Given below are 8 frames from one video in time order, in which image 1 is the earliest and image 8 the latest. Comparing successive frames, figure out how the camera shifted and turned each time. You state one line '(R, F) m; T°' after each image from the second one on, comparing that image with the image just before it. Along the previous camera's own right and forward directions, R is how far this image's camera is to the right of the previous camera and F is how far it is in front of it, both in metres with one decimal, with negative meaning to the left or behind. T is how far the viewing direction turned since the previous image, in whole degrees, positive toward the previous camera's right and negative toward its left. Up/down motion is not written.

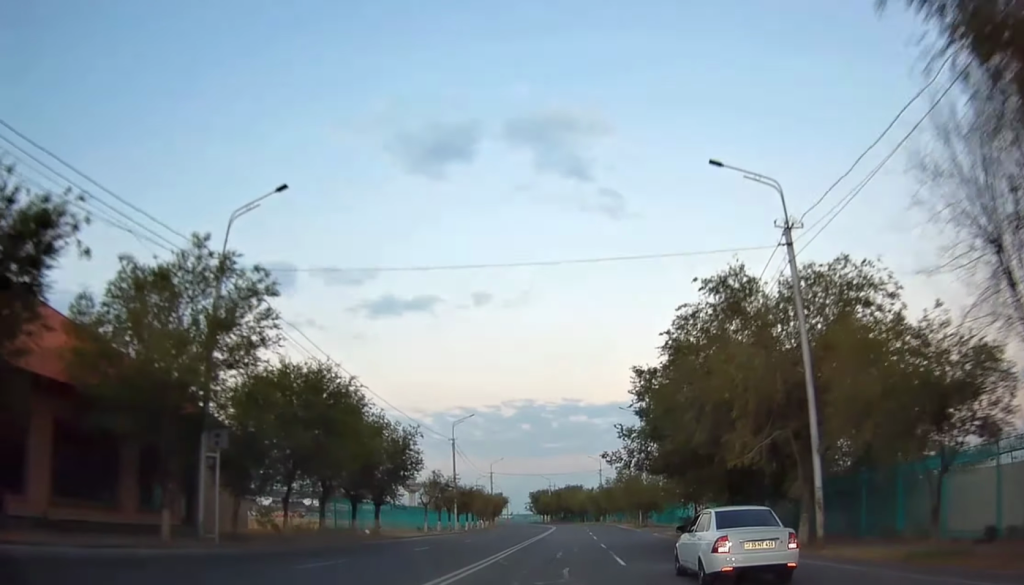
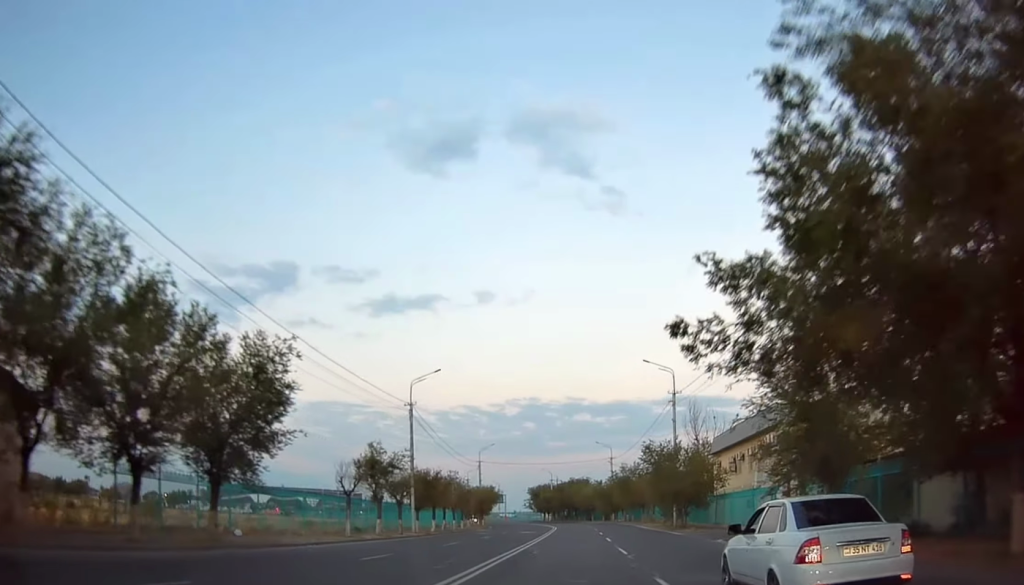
(+0.2, +20.2) m; 0°
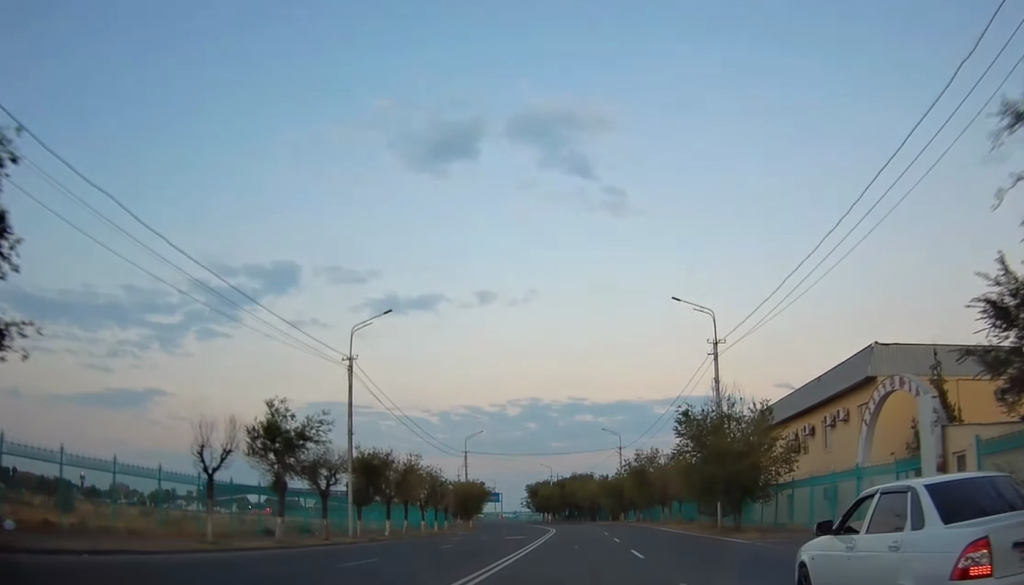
(0.0, +14.2) m; 0°
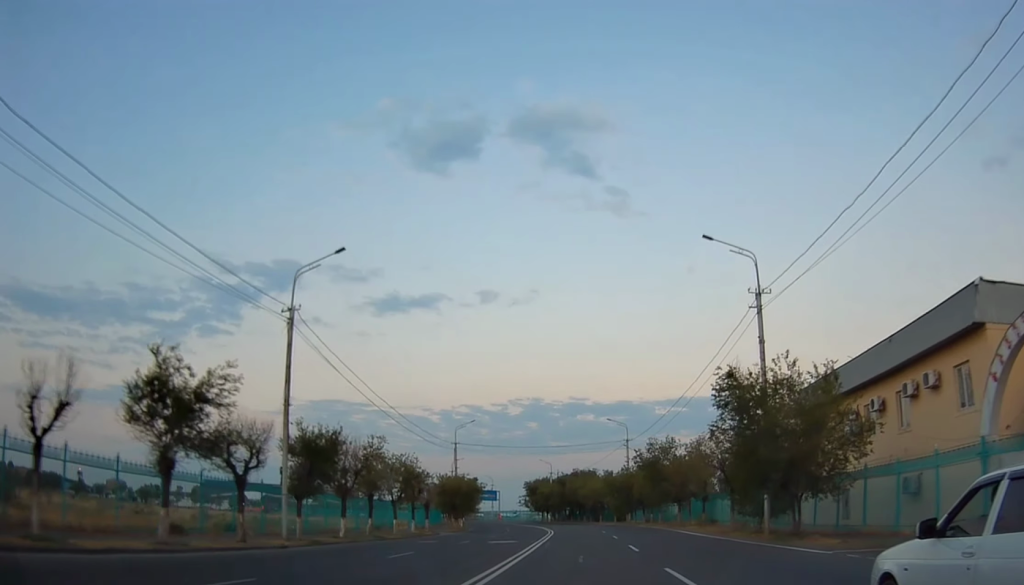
(-0.1, +8.2) m; 0°
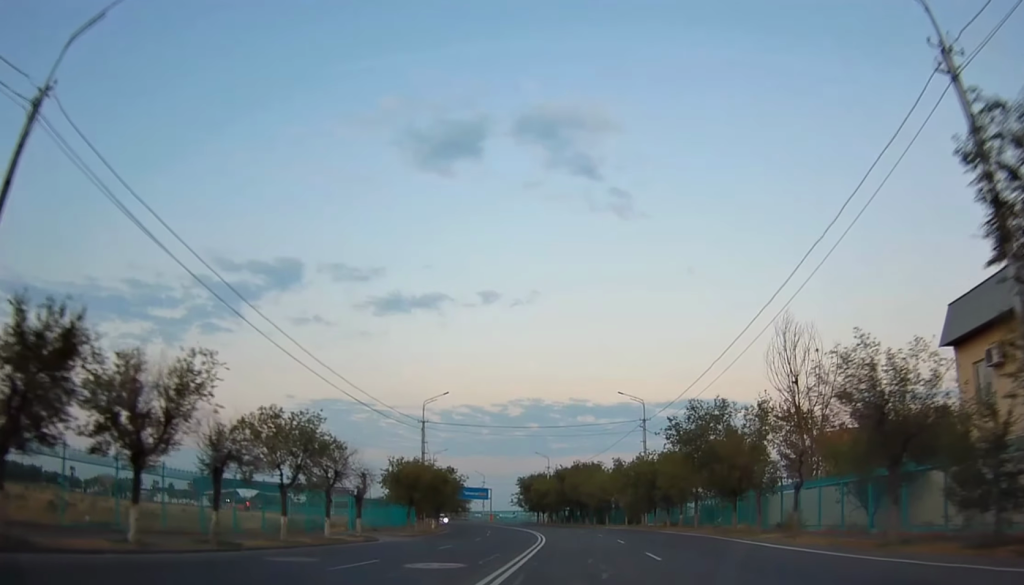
(0.0, +16.7) m; 0°
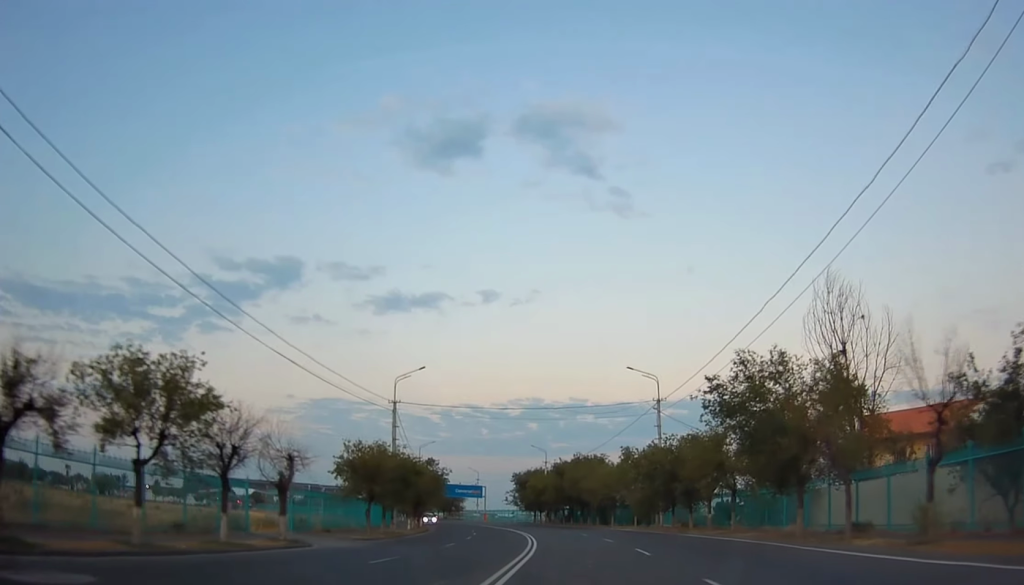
(0.0, +9.7) m; 0°
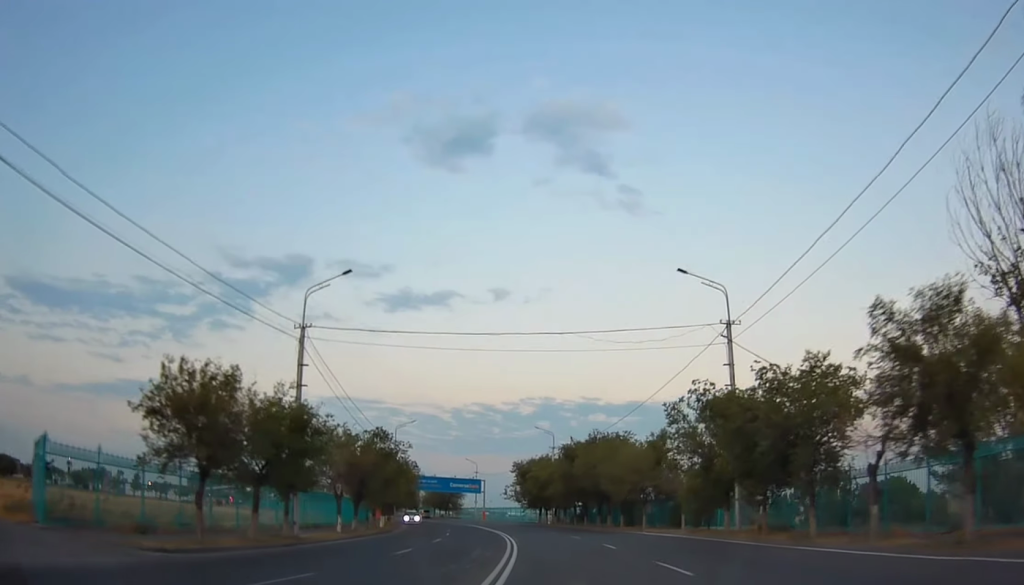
(-0.1, +19.7) m; -2°
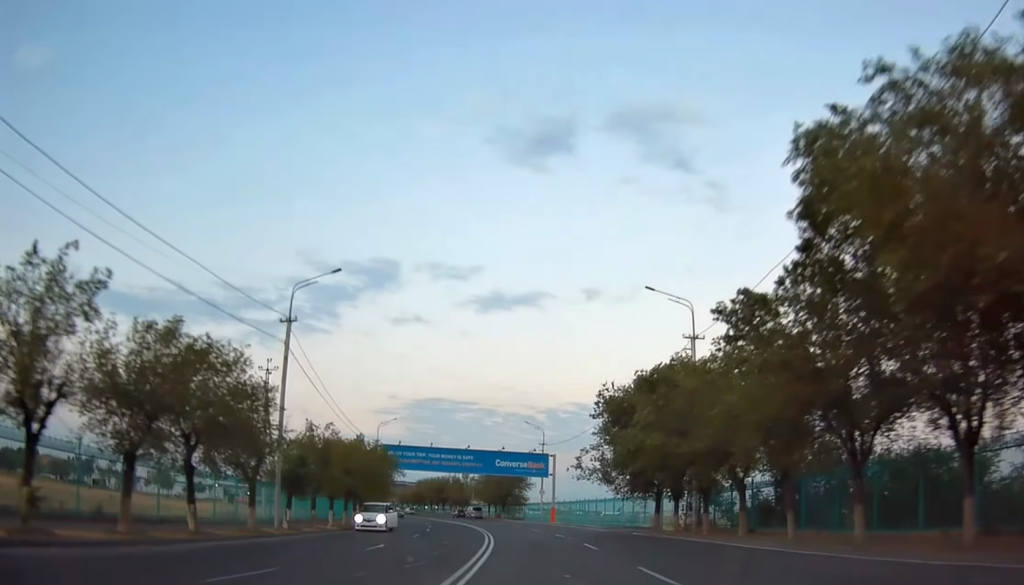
(-2.5, +49.7) m; -6°
